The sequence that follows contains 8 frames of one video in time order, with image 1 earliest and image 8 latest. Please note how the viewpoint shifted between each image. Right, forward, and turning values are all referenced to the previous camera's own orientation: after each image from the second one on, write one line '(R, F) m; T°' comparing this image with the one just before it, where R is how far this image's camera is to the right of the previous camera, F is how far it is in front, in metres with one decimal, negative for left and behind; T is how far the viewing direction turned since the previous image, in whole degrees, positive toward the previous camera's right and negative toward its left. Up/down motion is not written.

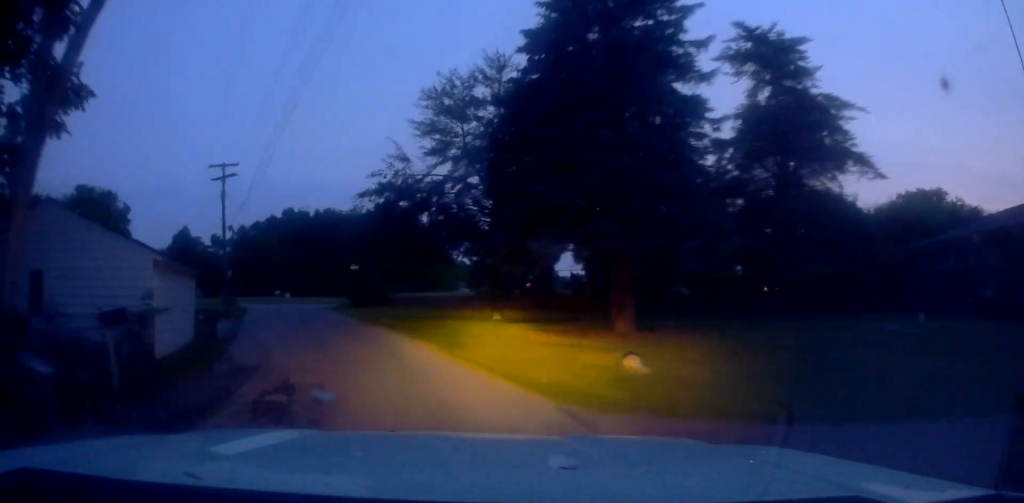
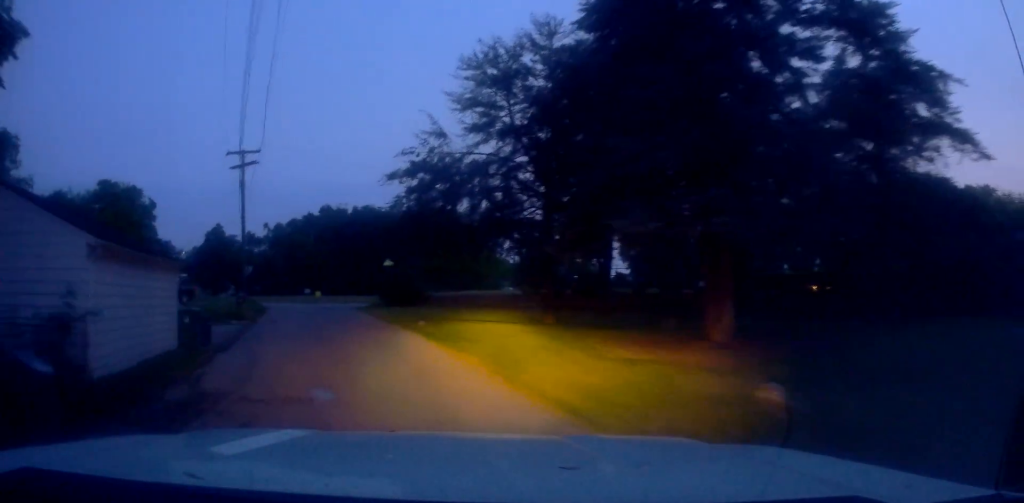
(-0.3, +3.8) m; -7°
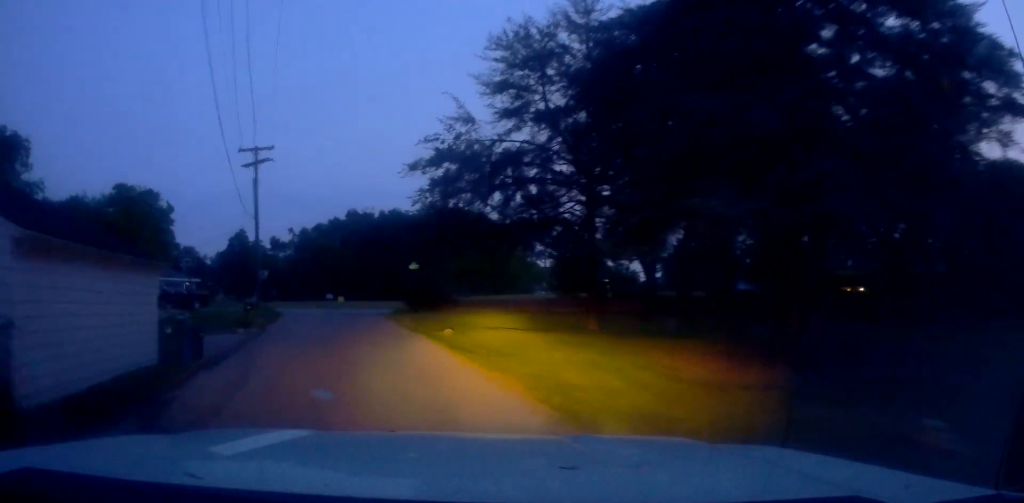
(-0.1, +2.6) m; 0°
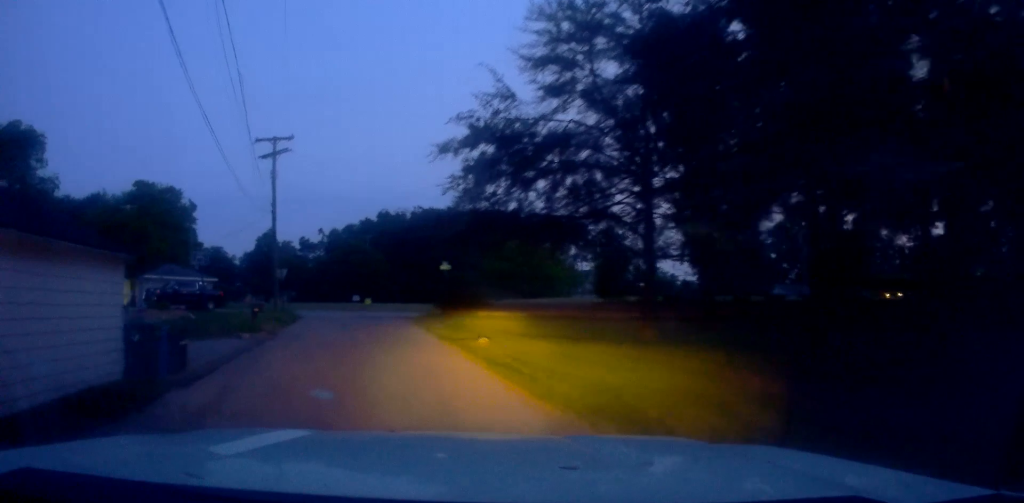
(-0.1, +2.8) m; 0°
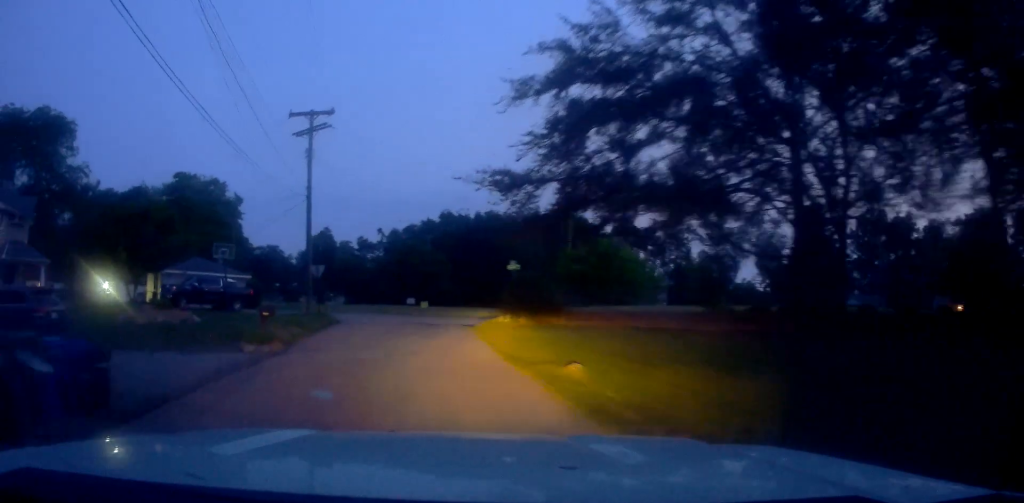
(+0.2, +5.6) m; -3°
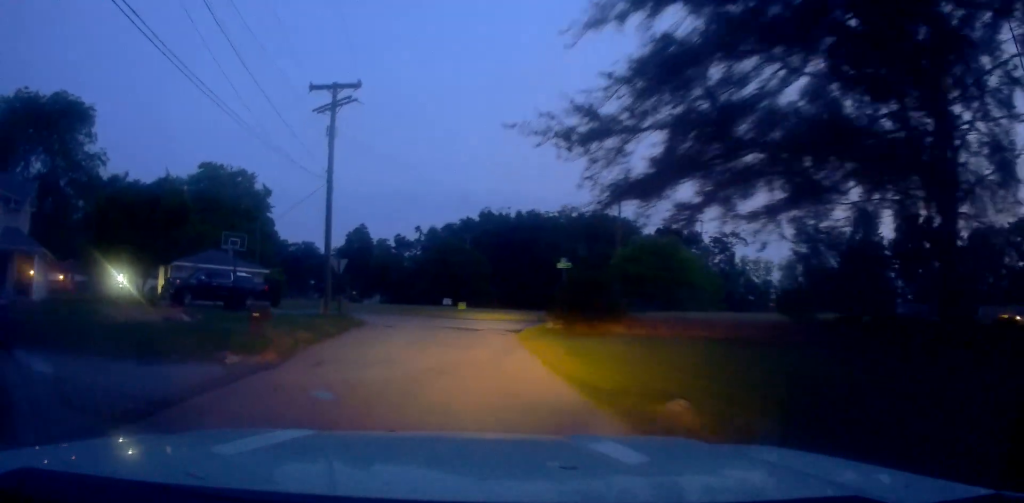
(-0.2, +3.9) m; -4°
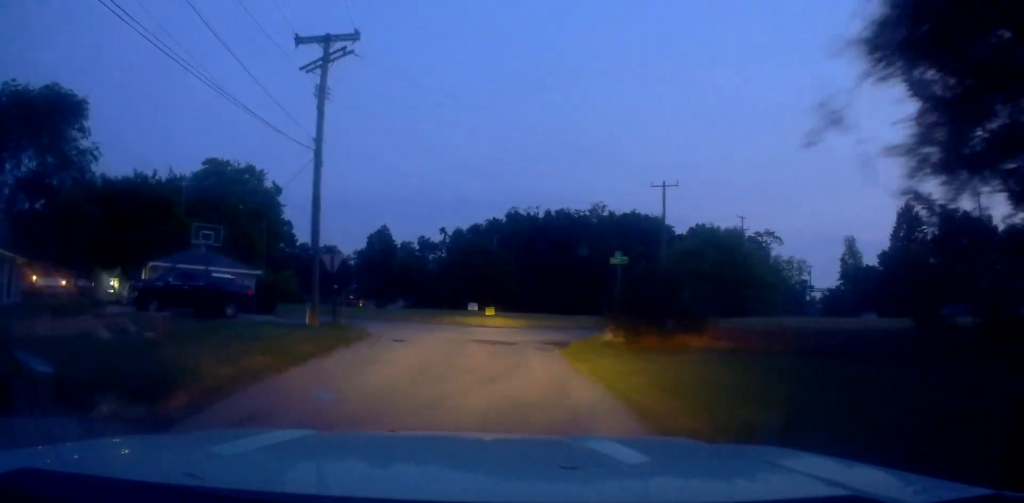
(-0.4, +6.0) m; -5°
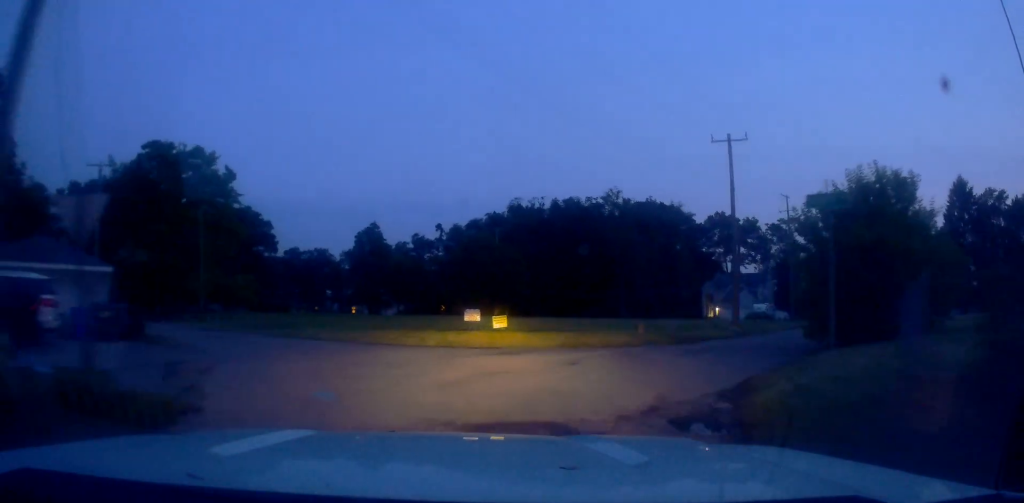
(-1.3, +15.0) m; -9°
